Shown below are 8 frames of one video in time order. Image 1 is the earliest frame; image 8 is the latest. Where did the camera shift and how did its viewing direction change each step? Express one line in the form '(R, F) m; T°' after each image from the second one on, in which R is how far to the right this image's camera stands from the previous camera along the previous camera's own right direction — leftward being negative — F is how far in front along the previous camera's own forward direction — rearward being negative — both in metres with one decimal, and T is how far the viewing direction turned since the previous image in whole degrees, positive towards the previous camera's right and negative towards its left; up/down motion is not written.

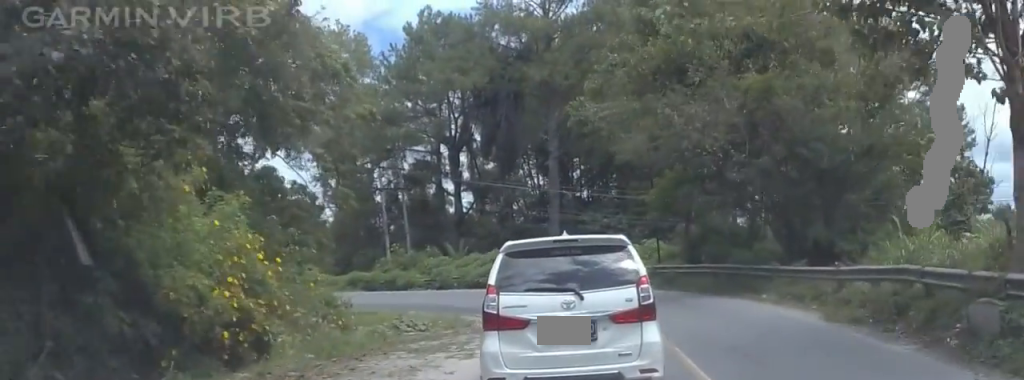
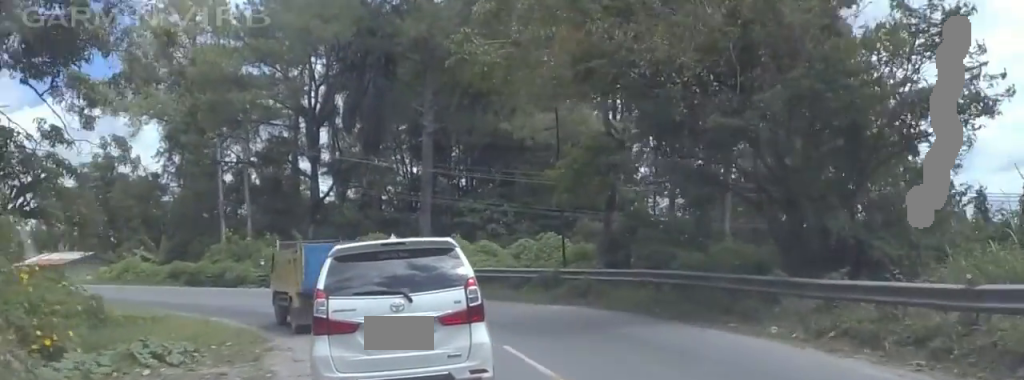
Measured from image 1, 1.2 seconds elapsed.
(-0.4, +11.8) m; 0°
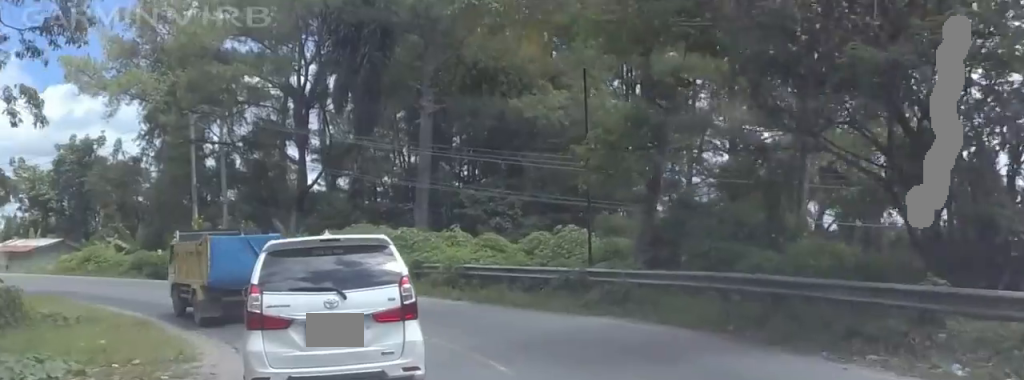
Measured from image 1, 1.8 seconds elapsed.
(+0.3, +5.8) m; +2°
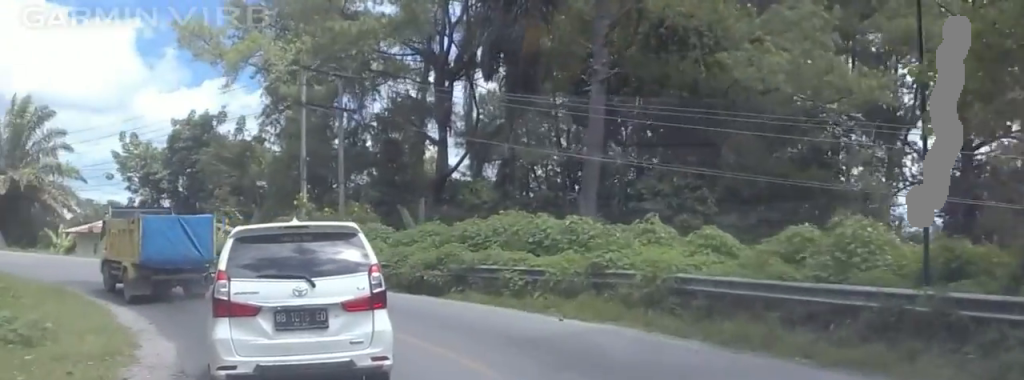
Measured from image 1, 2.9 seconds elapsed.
(+0.5, +10.7) m; -5°
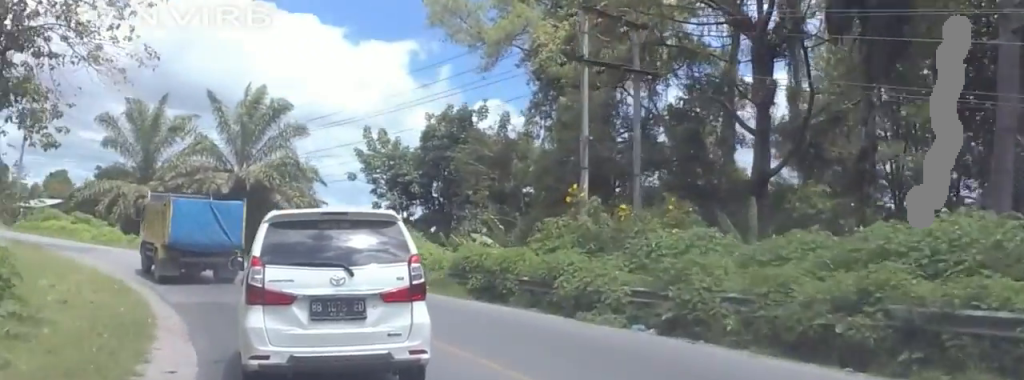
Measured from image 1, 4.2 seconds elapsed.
(-2.1, +12.0) m; -17°
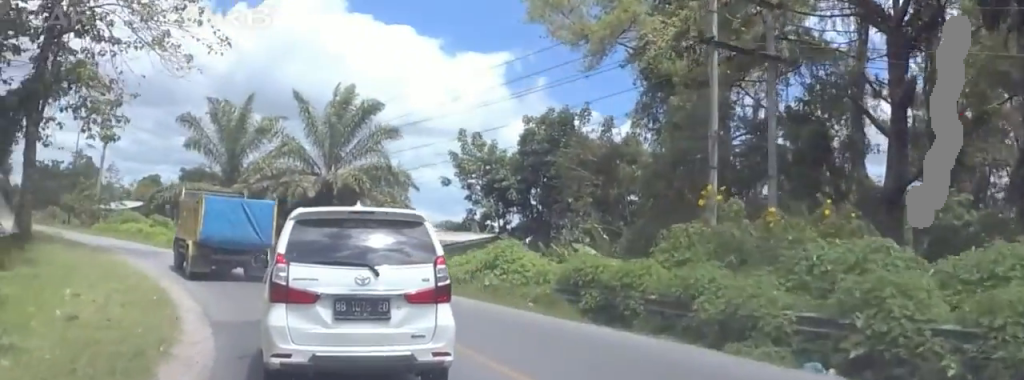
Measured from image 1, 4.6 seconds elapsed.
(-0.1, +4.0) m; -4°
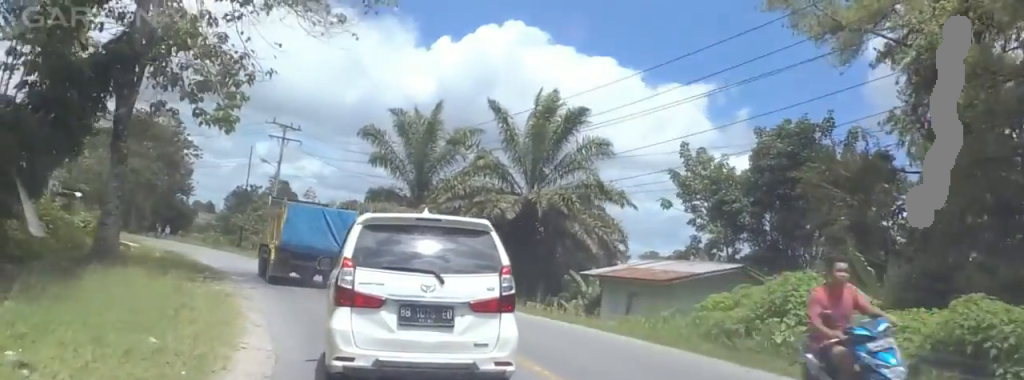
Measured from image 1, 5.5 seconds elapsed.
(-0.3, +9.3) m; -10°
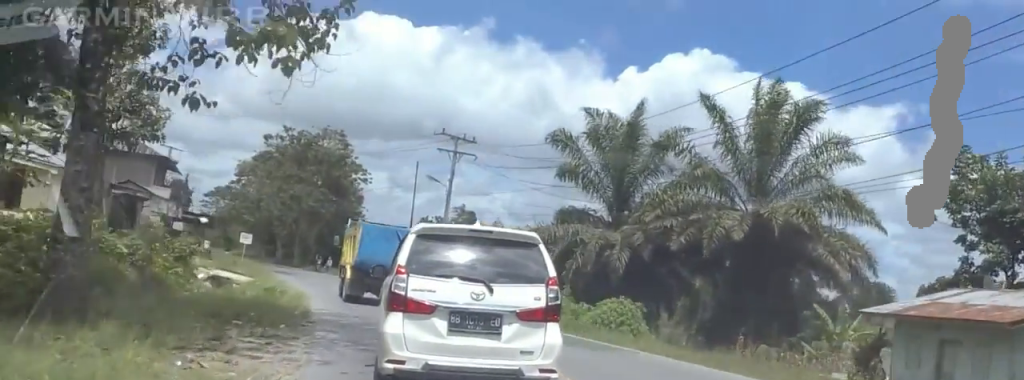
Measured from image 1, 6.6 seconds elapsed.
(-1.8, +11.1) m; -16°
